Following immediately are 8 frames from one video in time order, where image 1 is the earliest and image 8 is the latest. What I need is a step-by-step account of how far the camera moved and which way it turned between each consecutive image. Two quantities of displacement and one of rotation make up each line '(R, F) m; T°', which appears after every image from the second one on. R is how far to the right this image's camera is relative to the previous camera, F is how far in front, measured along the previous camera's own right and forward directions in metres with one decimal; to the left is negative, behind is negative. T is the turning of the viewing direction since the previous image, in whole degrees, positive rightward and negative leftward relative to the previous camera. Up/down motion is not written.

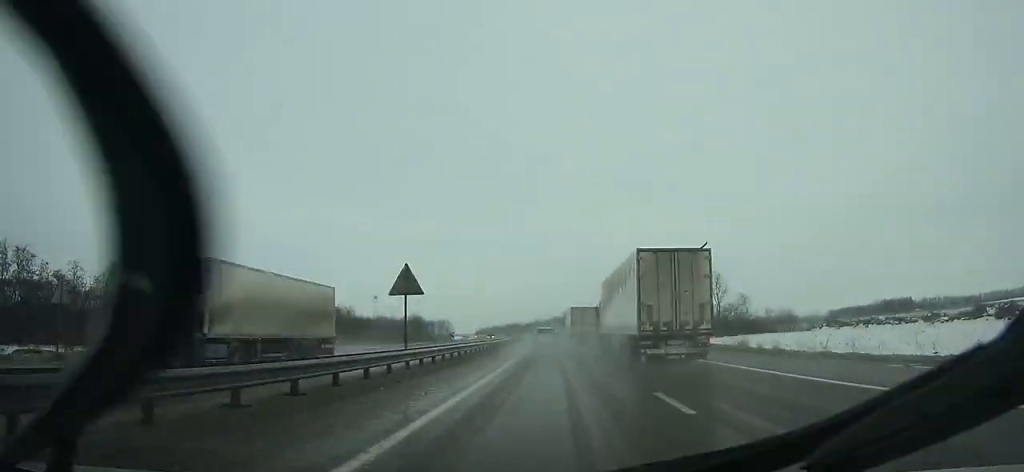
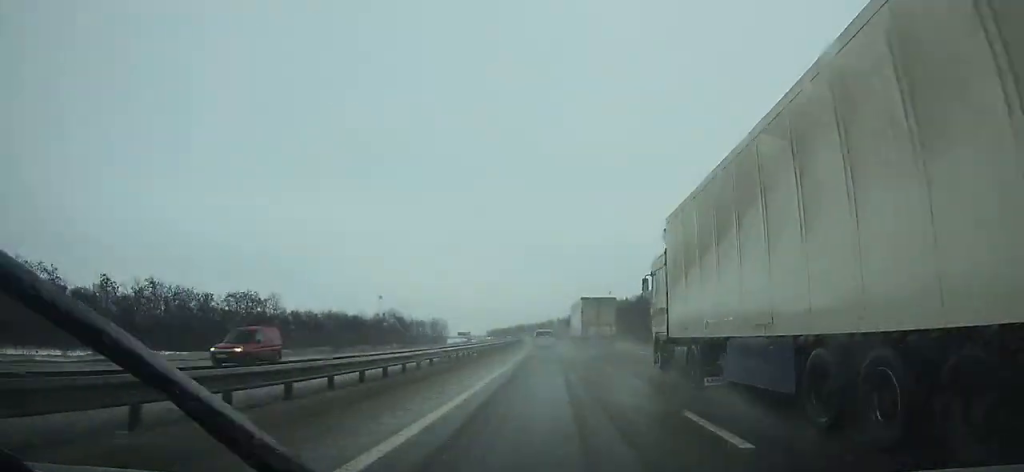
(-1.0, +75.0) m; -1°
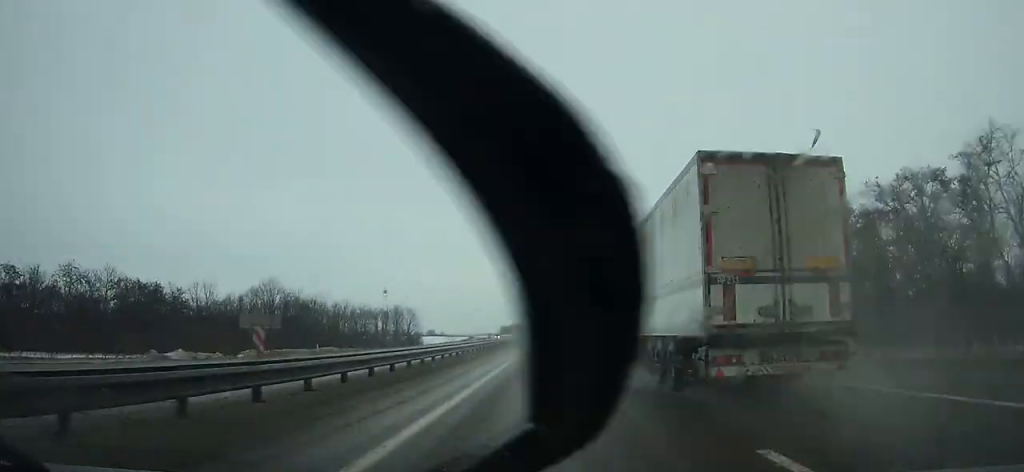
(-2.1, +122.0) m; -2°
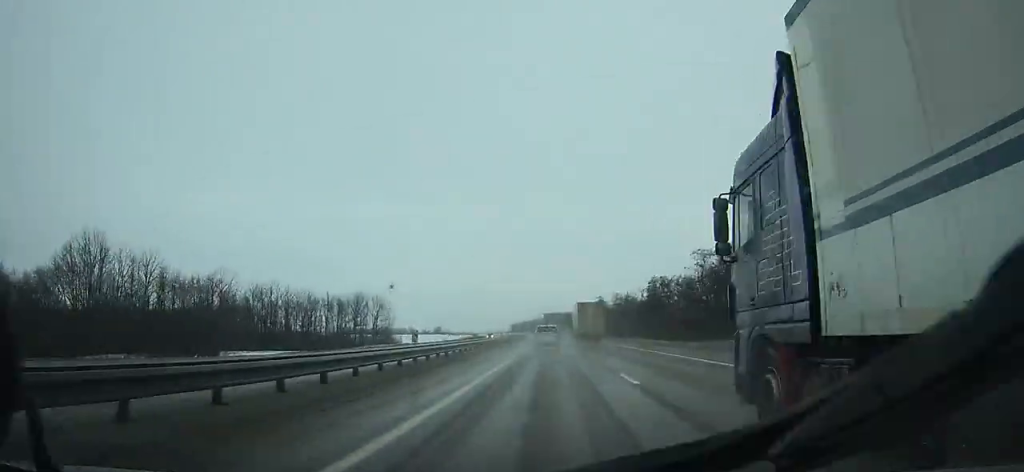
(-0.9, +59.8) m; -1°
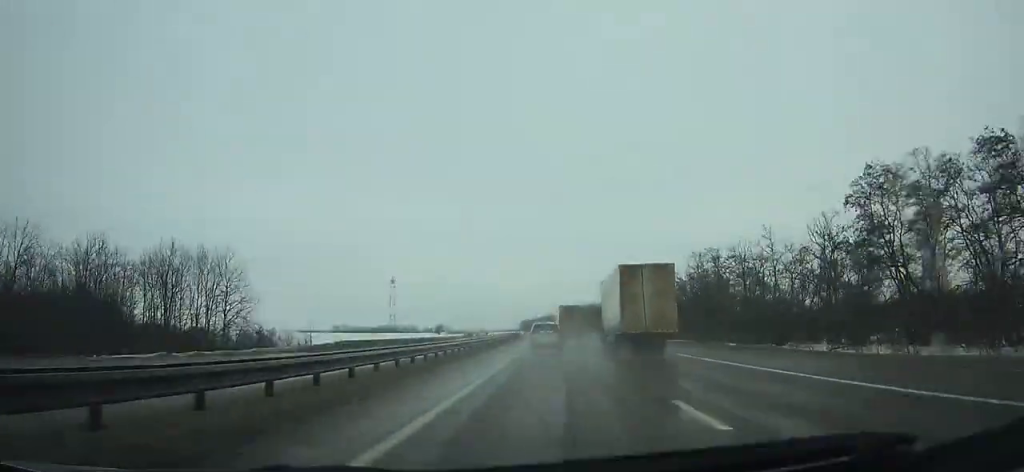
(-1.5, +88.3) m; -2°
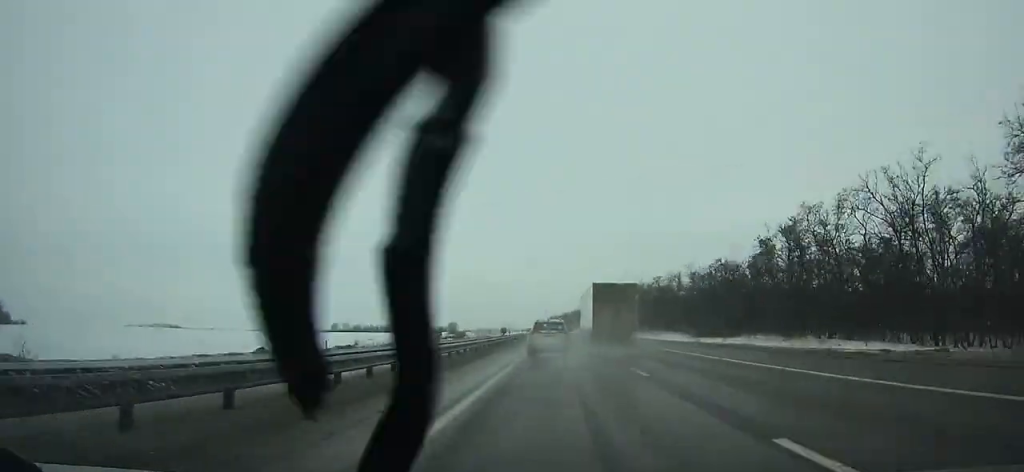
(-2.4, +122.8) m; -2°
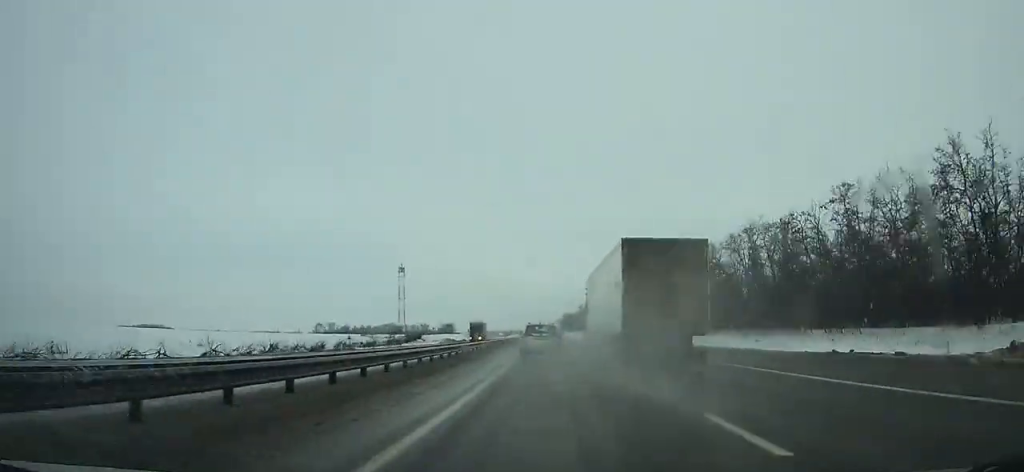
(-1.0, +94.1) m; -1°
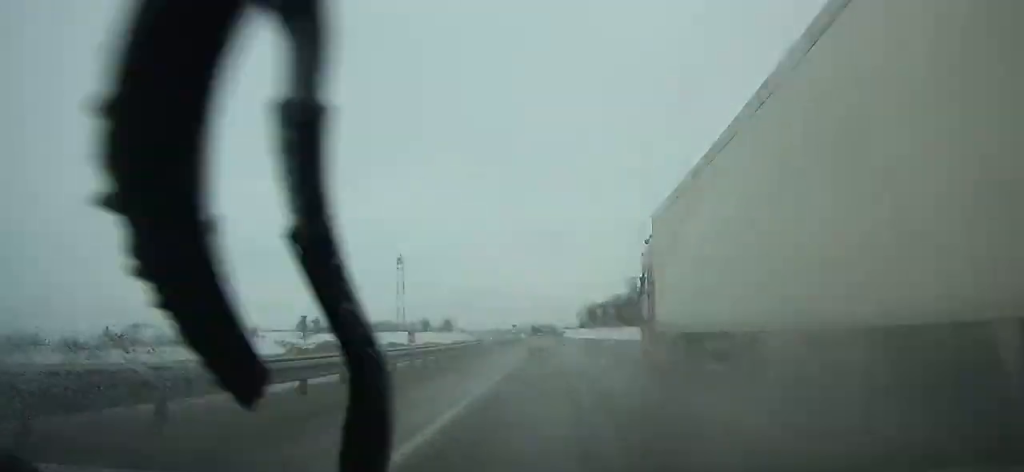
(-1.2, +91.0) m; -2°
